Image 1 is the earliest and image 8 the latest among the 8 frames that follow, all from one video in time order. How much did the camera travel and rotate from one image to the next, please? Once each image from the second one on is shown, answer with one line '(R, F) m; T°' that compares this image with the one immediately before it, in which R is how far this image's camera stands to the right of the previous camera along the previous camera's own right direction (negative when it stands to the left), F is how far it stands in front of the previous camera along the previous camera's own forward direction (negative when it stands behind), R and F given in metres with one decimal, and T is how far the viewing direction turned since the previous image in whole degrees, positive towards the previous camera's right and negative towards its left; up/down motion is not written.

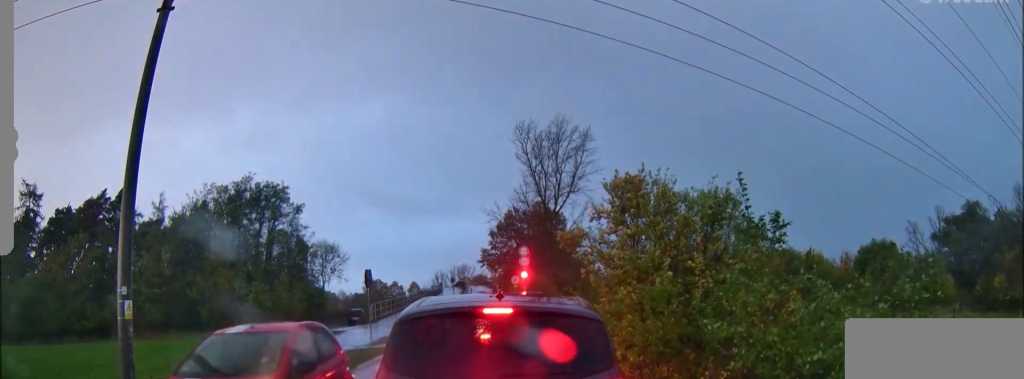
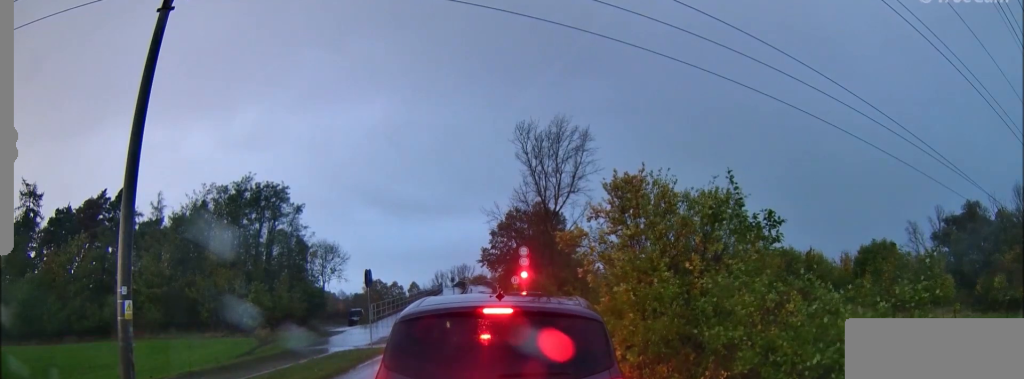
(0.0, 0.0) m; 0°
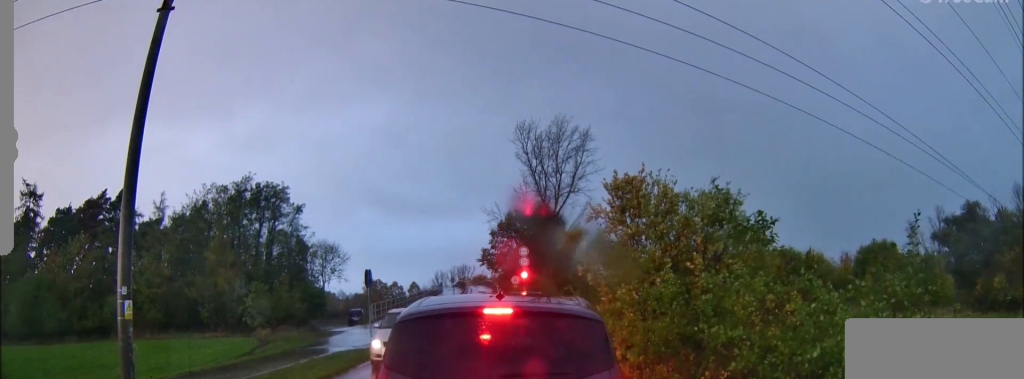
(0.0, 0.0) m; 0°
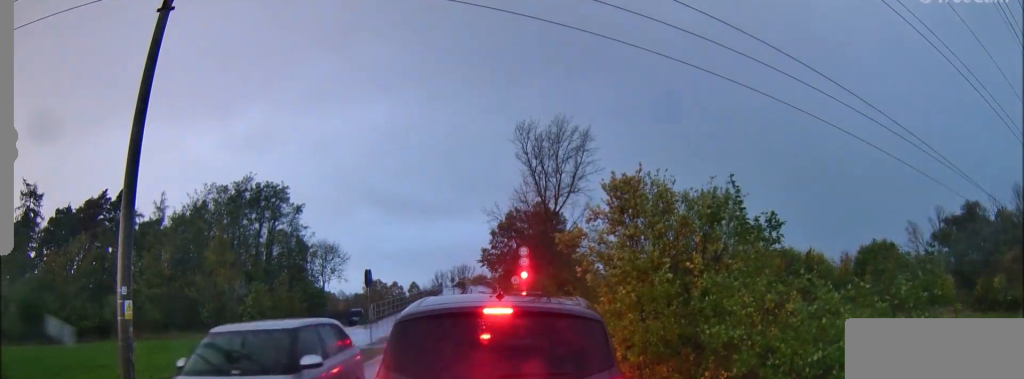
(0.0, 0.0) m; 0°
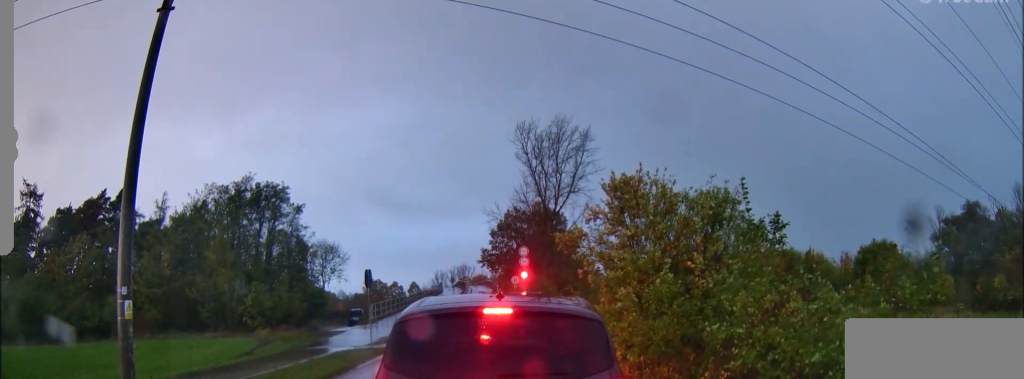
(0.0, 0.0) m; 0°
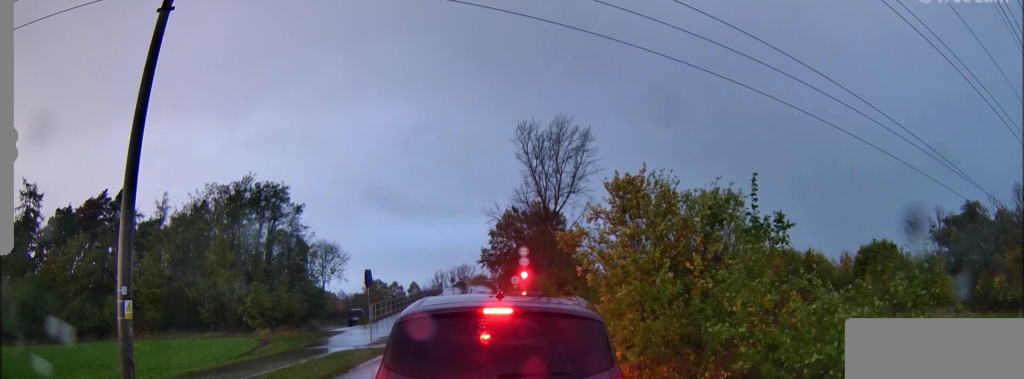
(0.0, 0.0) m; 0°
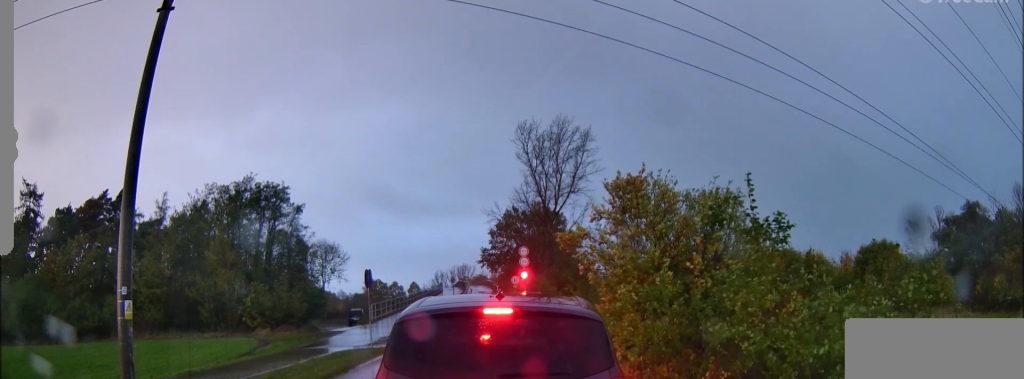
(0.0, 0.0) m; 0°
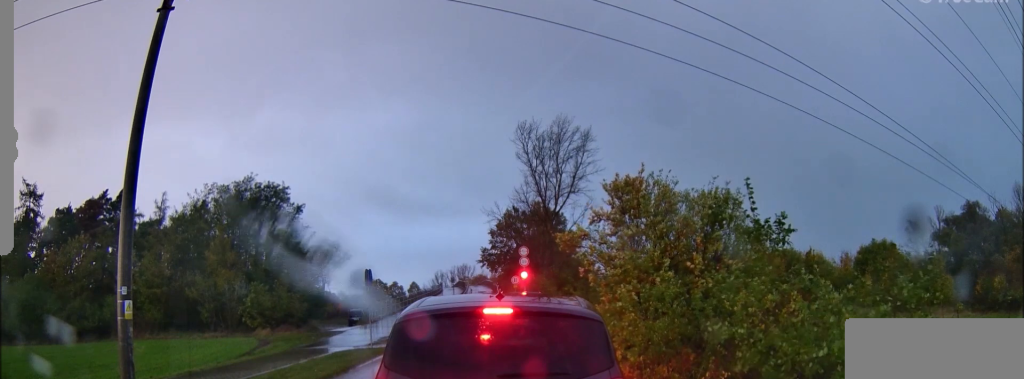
(0.0, -0.1) m; 0°
